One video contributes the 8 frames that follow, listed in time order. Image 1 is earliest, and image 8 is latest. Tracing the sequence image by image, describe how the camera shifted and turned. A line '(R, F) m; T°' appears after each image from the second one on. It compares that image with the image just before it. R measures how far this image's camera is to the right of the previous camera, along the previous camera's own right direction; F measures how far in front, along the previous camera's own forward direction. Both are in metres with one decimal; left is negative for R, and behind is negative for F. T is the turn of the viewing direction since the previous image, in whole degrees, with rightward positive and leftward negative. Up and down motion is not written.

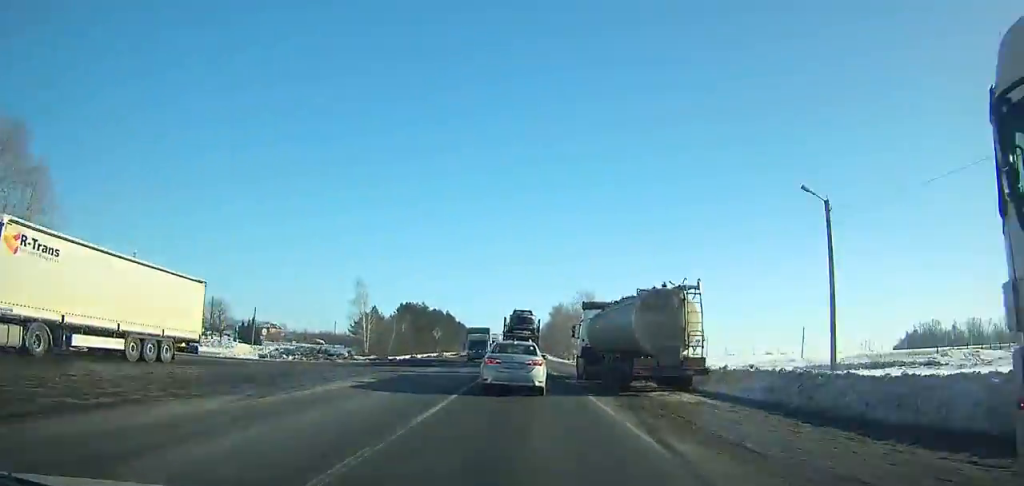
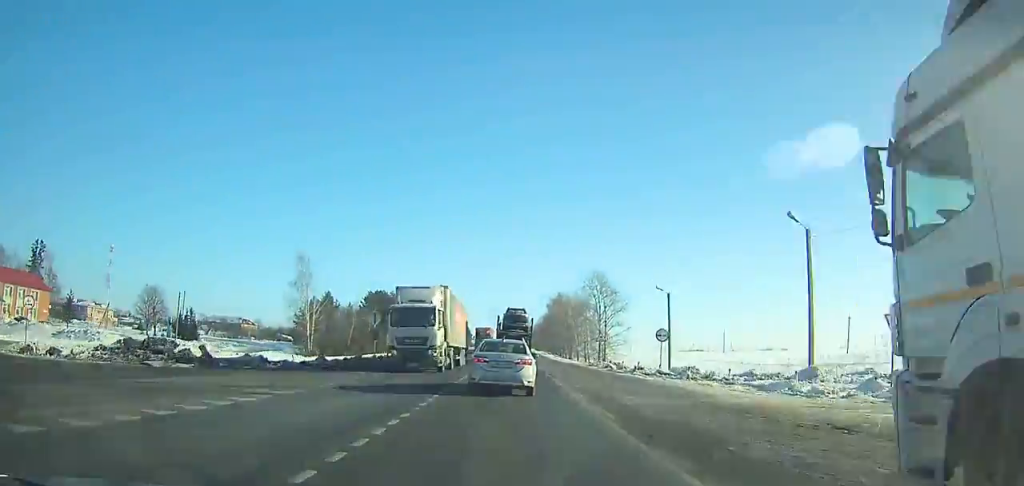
(0.0, +28.2) m; 0°
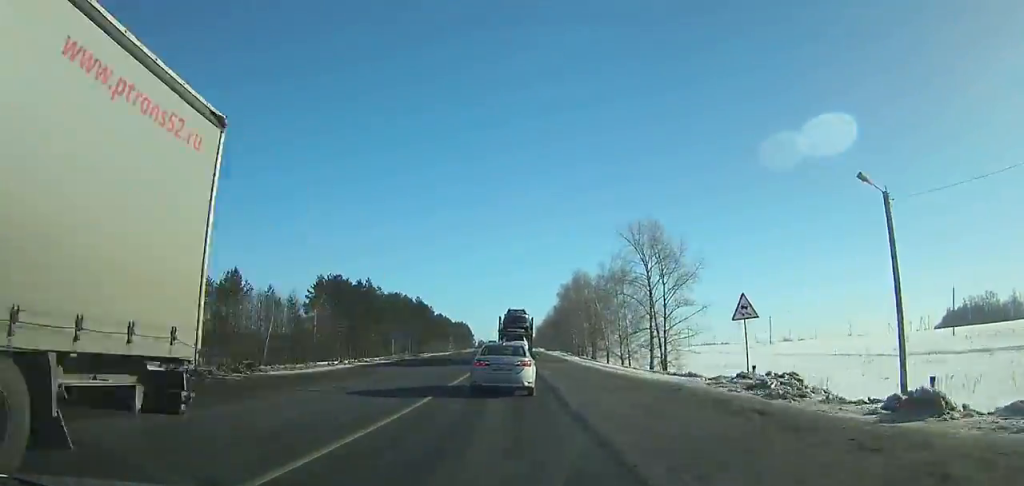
(-0.2, +37.6) m; -1°
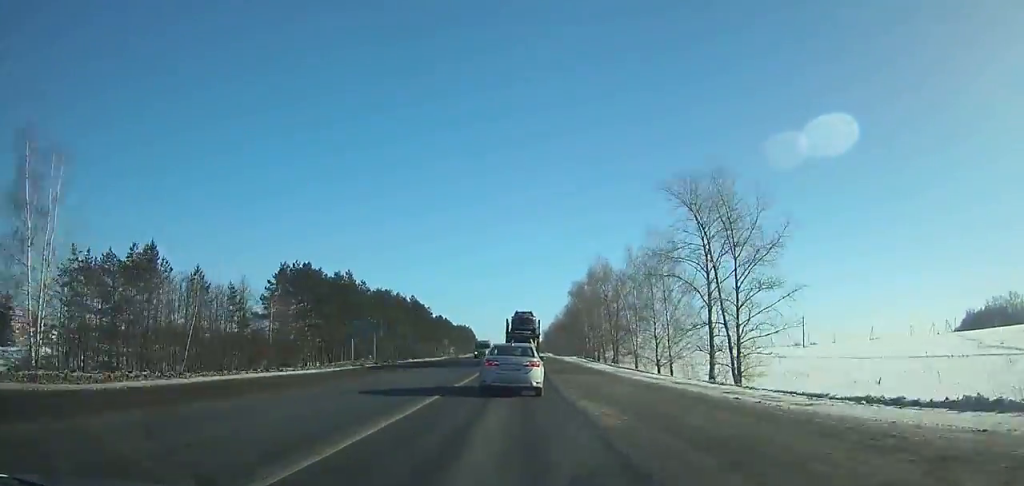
(-0.2, +18.6) m; 0°
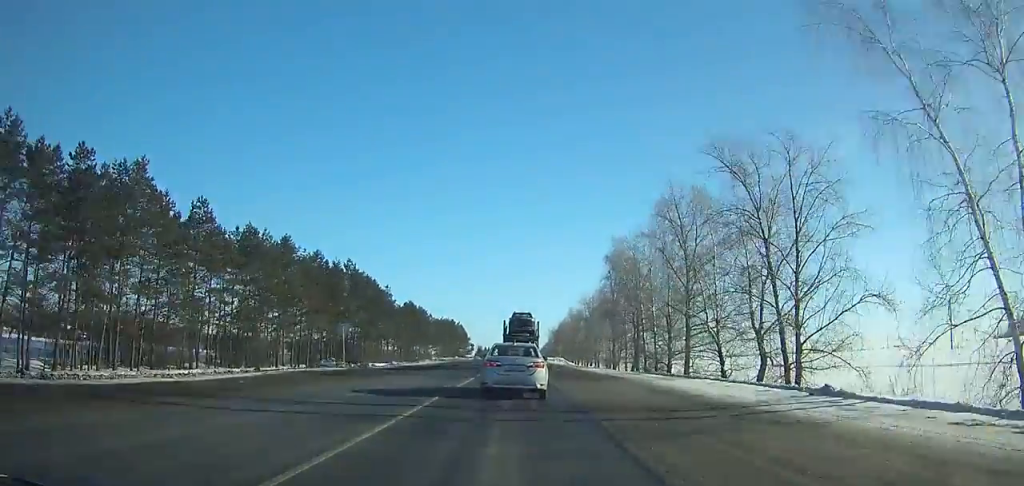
(-0.1, +61.3) m; 0°
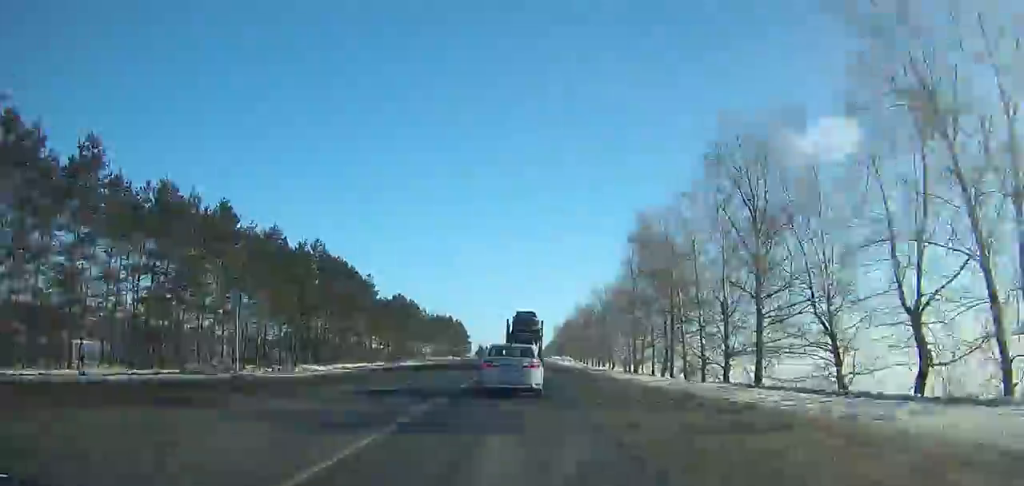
(0.0, +16.9) m; 0°
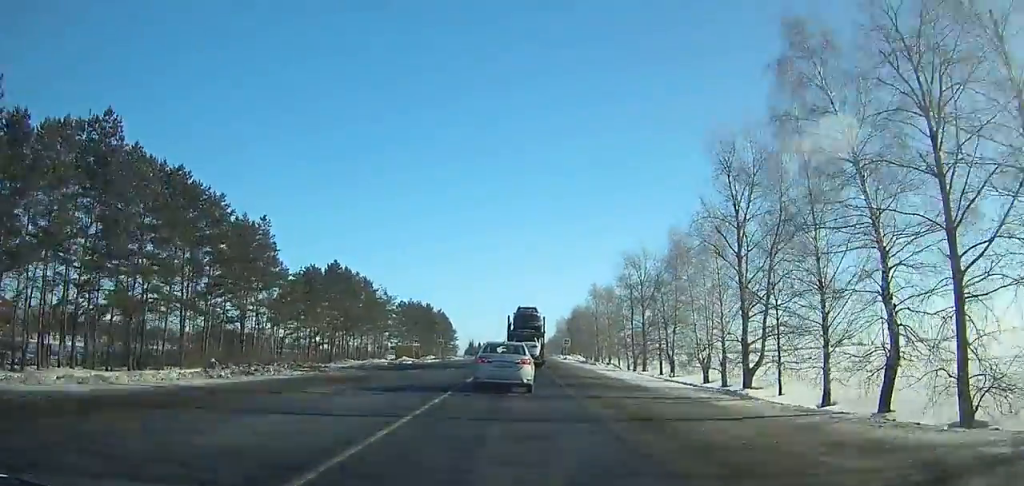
(-0.3, +44.7) m; 0°
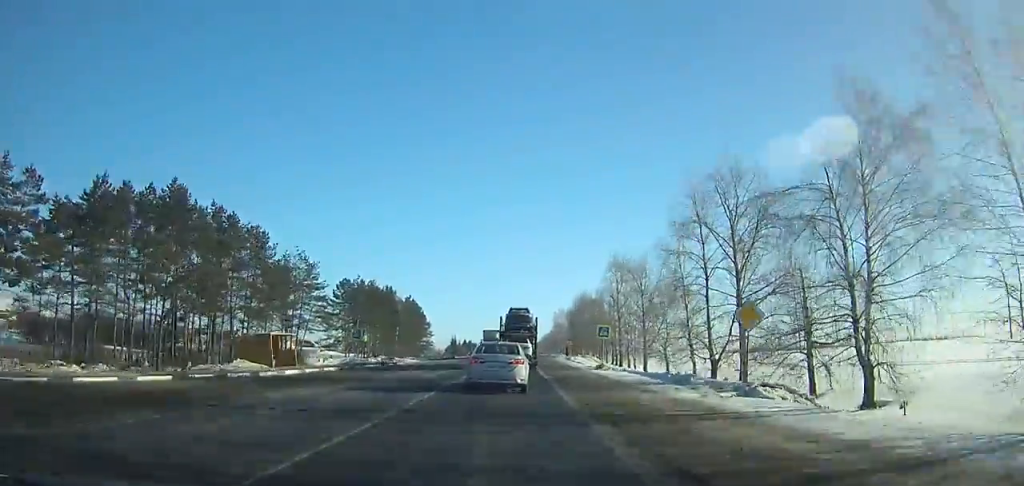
(+0.4, +41.4) m; +1°
